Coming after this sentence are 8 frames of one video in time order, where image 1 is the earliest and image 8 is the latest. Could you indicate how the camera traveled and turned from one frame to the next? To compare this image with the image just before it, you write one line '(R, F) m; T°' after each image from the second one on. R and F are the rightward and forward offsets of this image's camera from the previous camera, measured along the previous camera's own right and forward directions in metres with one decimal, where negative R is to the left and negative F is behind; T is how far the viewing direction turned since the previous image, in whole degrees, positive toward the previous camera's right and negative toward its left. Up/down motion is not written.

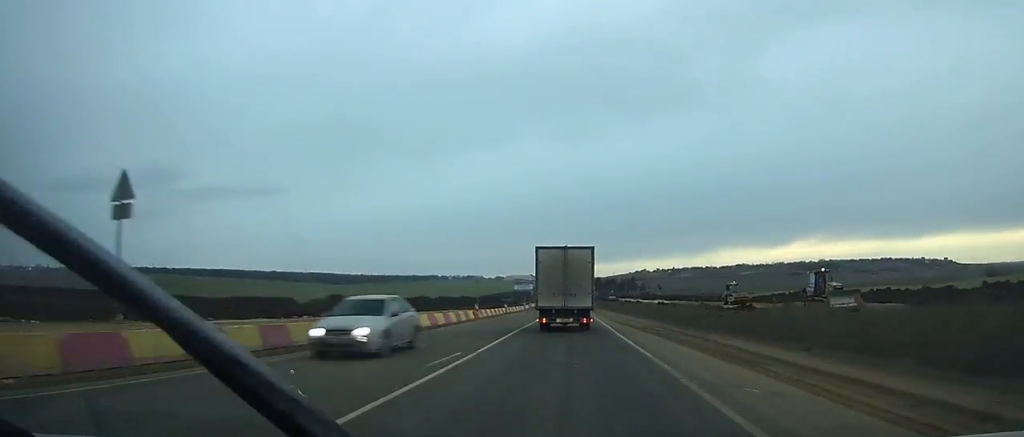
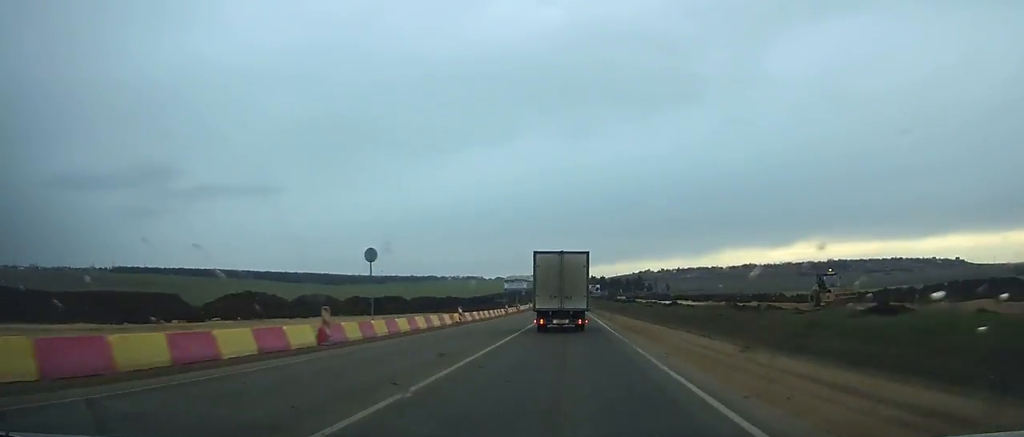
(+0.1, +33.3) m; 0°
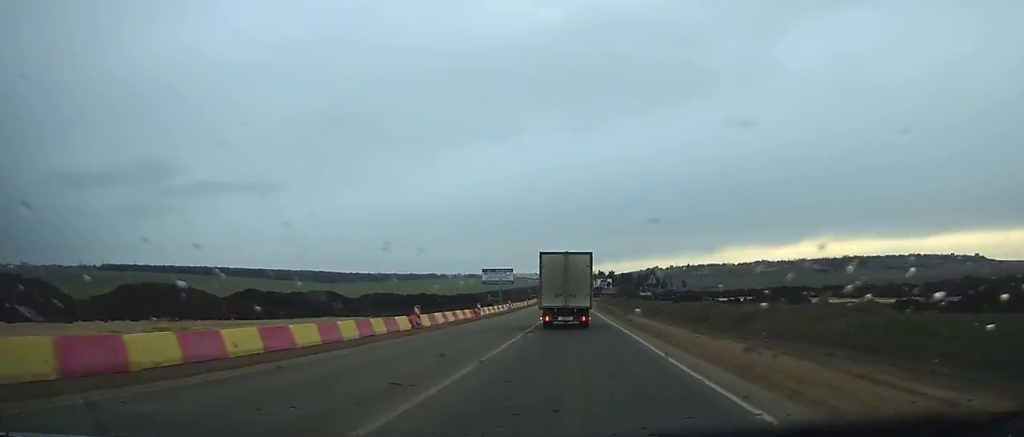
(0.0, +47.5) m; 0°
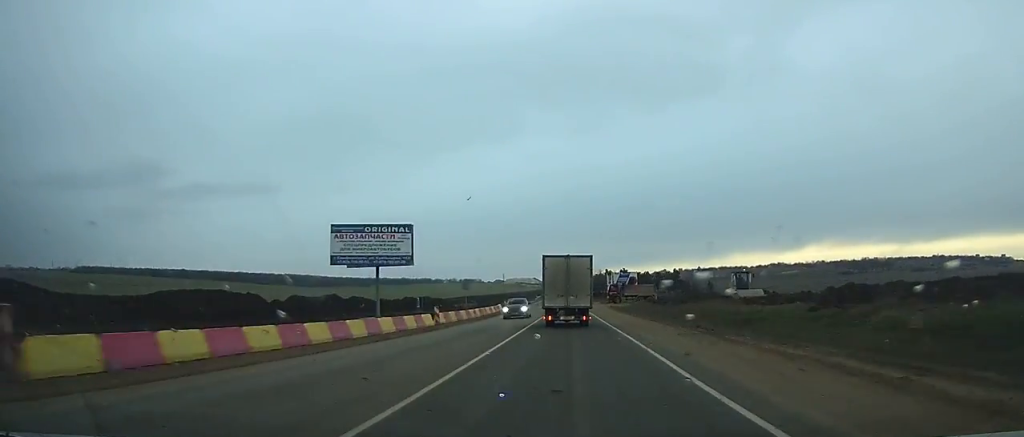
(-0.2, +73.8) m; -1°
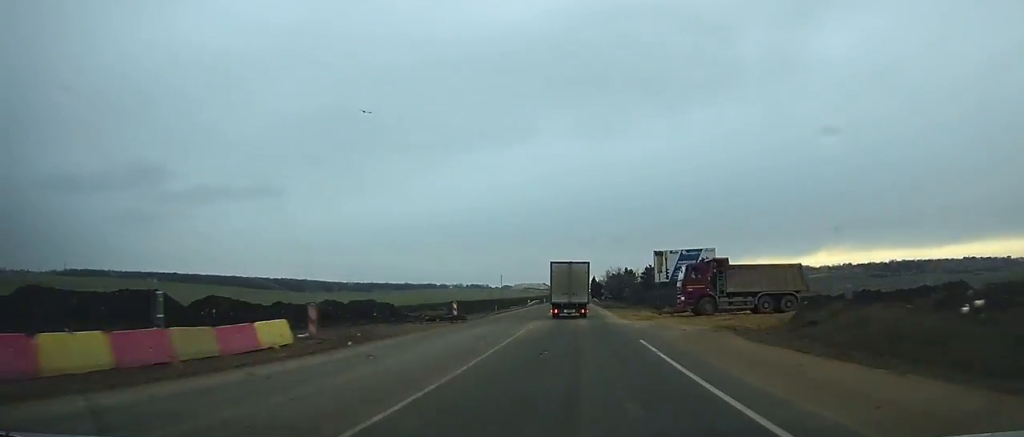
(-0.4, +62.3) m; -1°
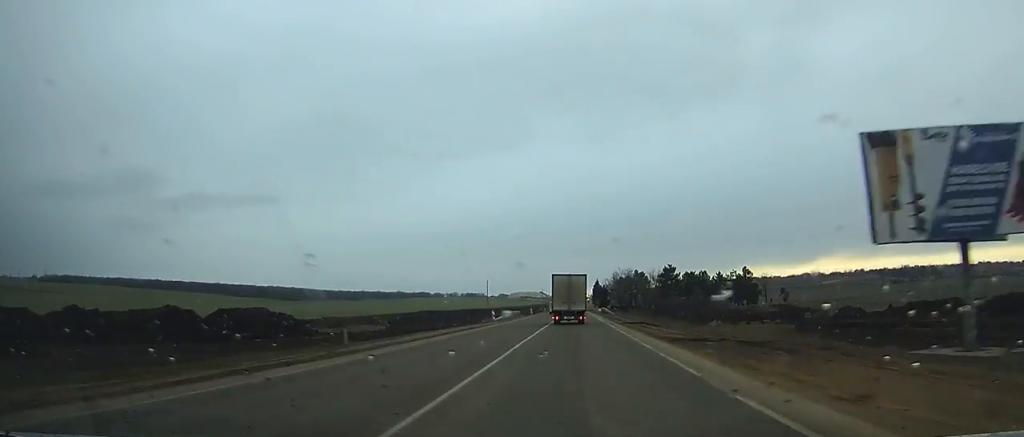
(-0.2, +45.4) m; 0°
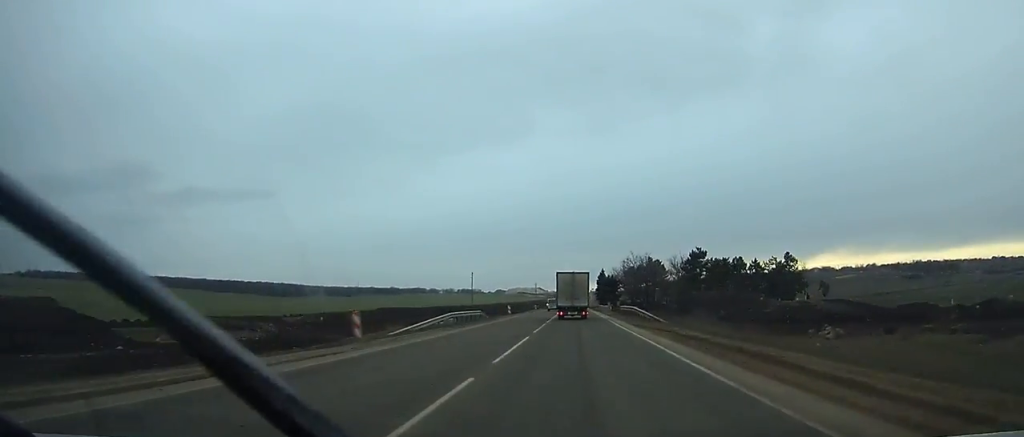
(+0.2, +37.7) m; 0°
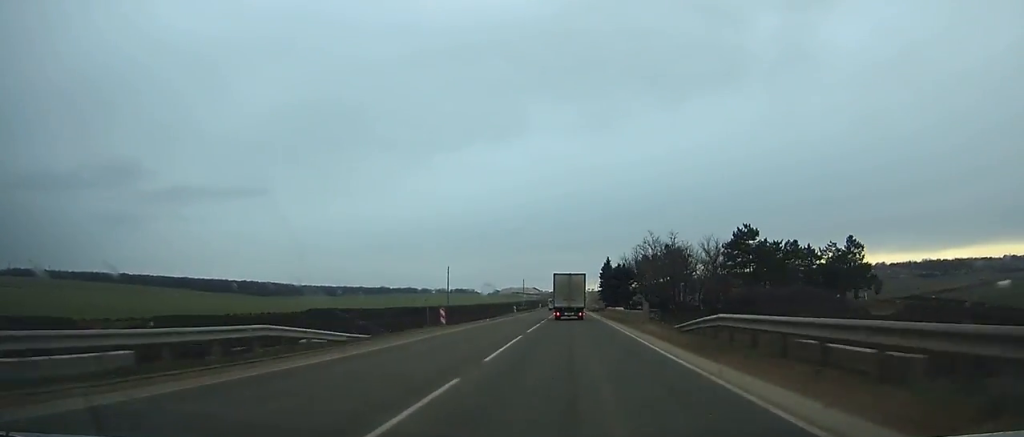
(+0.1, +34.2) m; 0°
